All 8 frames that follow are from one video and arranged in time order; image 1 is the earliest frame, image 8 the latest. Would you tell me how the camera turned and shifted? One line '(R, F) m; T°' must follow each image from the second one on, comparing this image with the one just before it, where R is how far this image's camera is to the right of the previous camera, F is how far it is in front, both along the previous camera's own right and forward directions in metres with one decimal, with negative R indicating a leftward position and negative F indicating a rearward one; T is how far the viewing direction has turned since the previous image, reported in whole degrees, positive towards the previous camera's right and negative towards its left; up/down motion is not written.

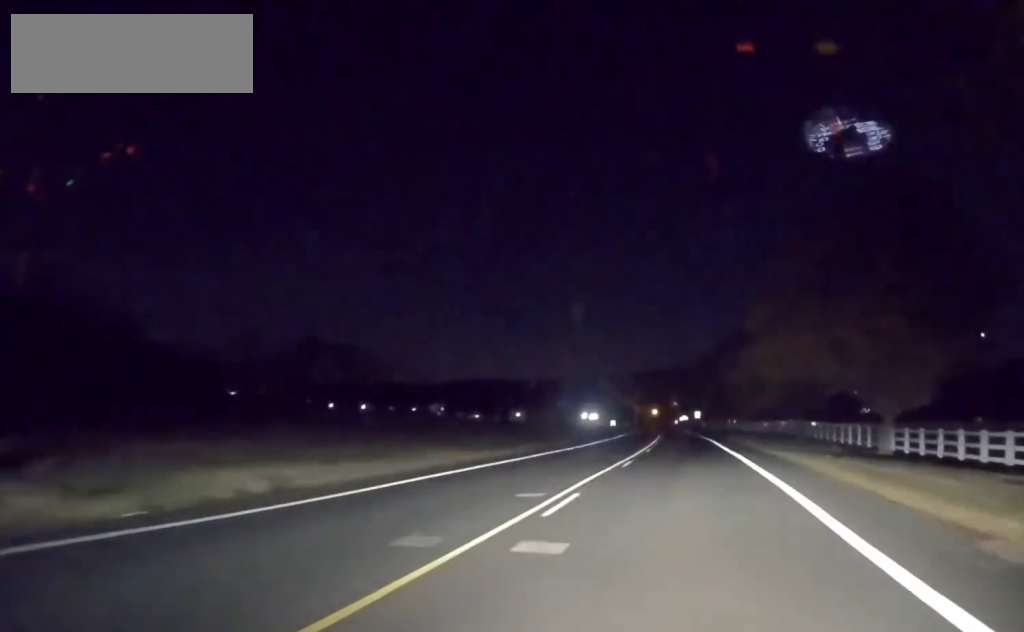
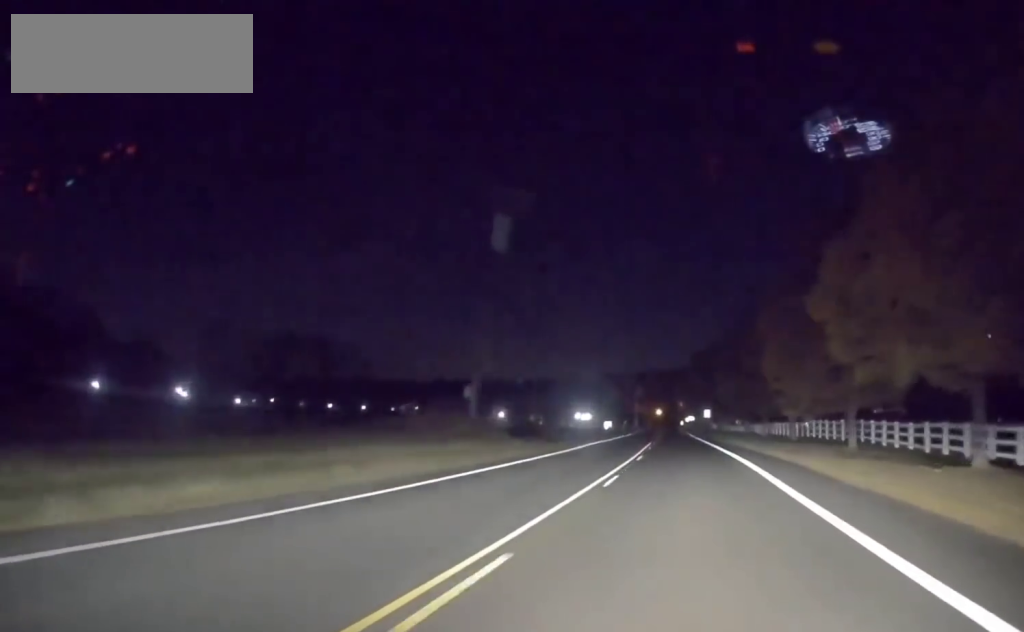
(+0.1, +28.2) m; 0°
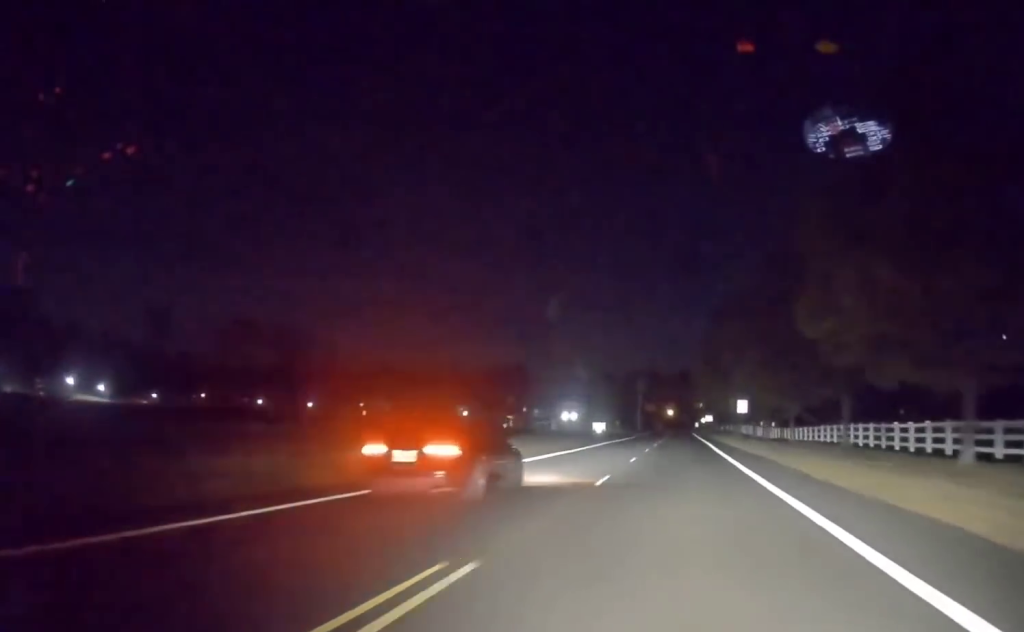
(-1.0, +44.8) m; -1°
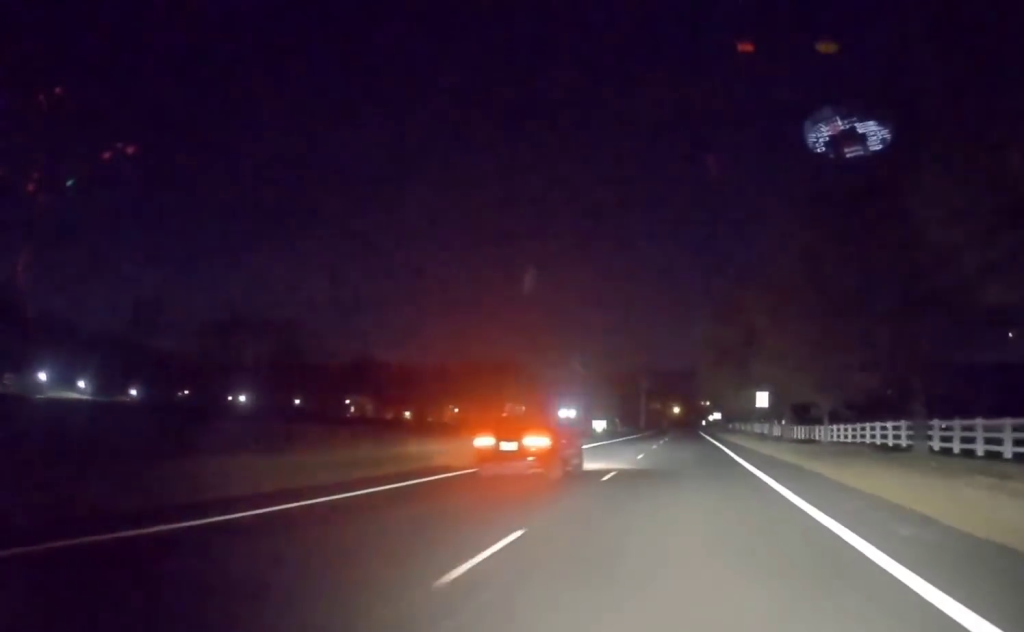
(+0.1, +10.8) m; 0°
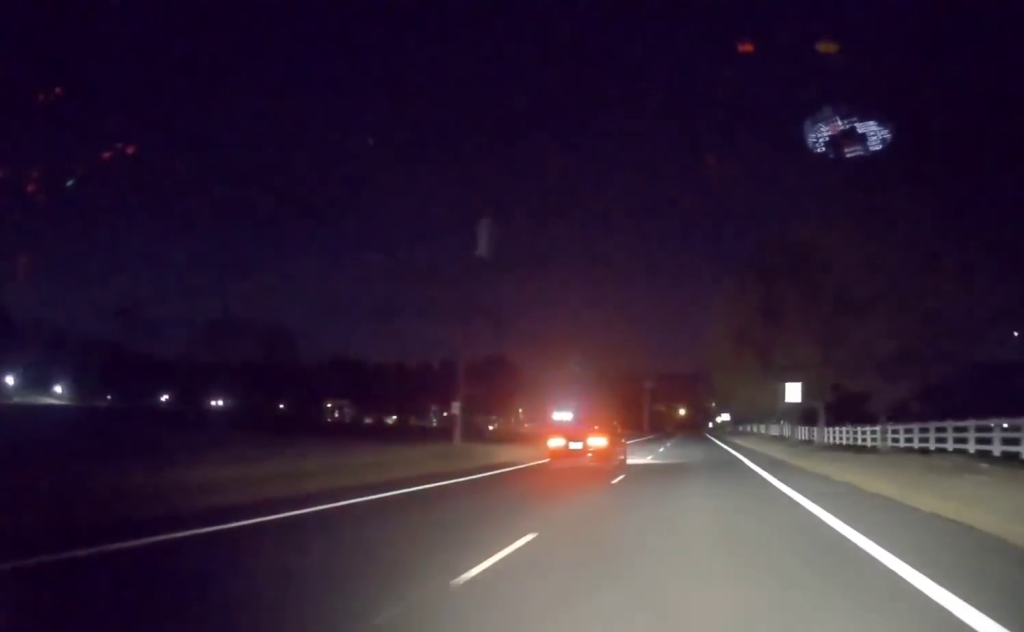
(0.0, +10.8) m; 0°
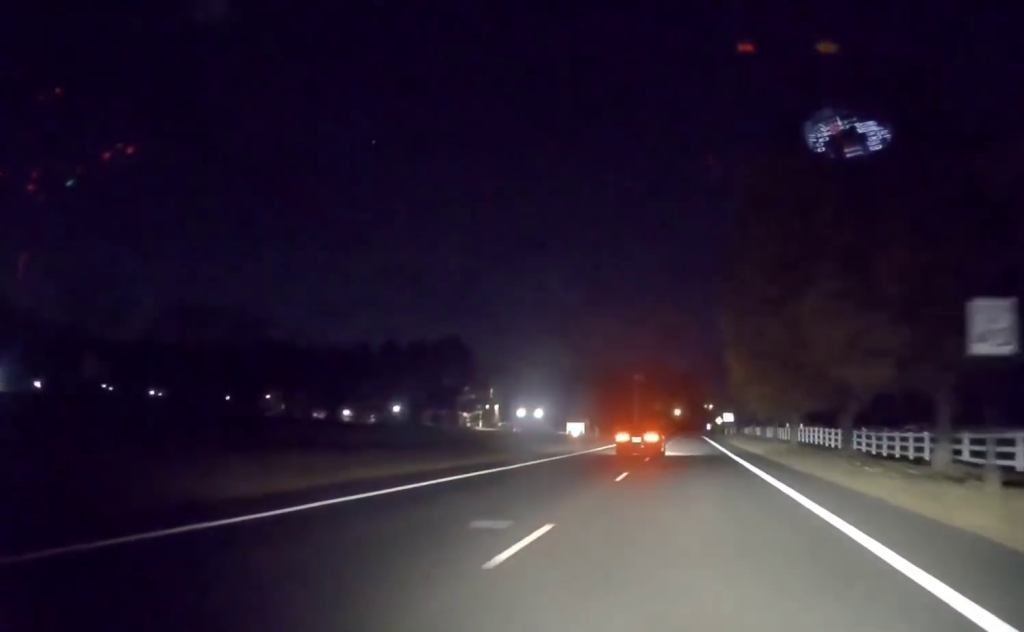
(-0.2, +21.6) m; -1°
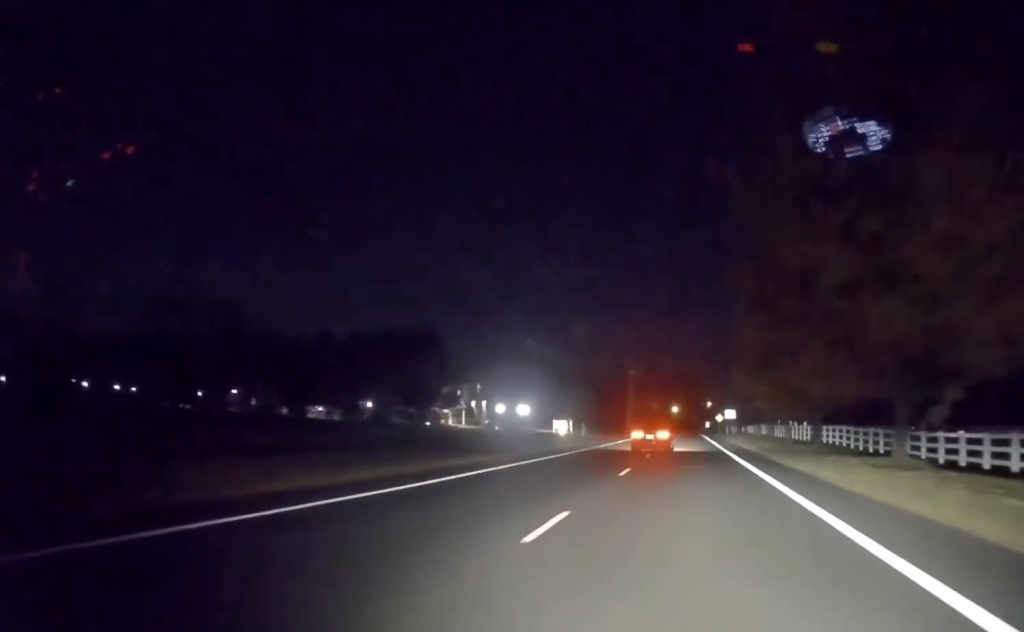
(0.0, +10.1) m; 0°
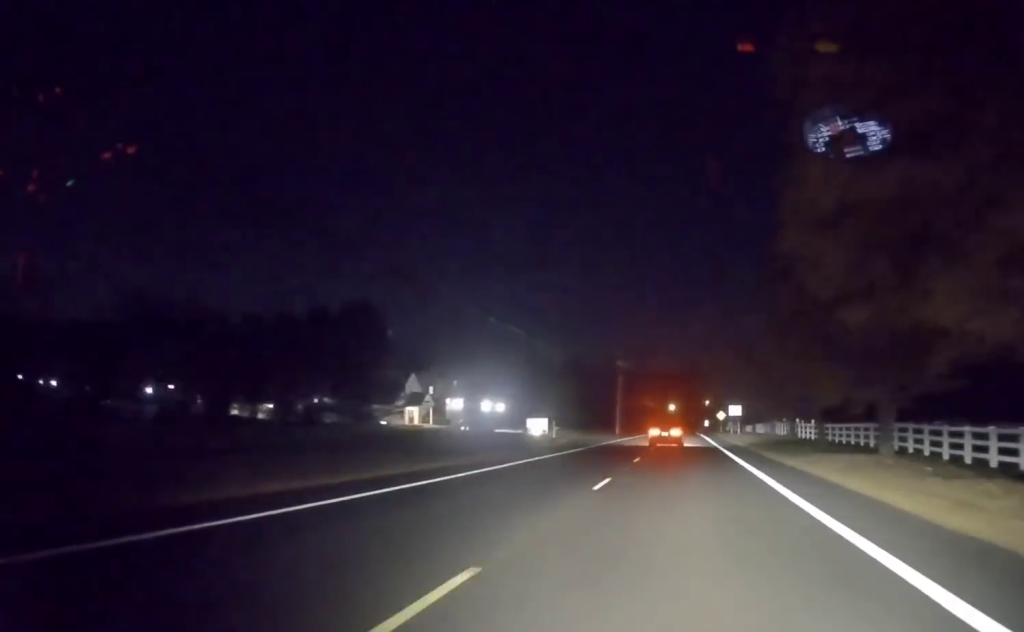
(0.0, +15.4) m; 0°
